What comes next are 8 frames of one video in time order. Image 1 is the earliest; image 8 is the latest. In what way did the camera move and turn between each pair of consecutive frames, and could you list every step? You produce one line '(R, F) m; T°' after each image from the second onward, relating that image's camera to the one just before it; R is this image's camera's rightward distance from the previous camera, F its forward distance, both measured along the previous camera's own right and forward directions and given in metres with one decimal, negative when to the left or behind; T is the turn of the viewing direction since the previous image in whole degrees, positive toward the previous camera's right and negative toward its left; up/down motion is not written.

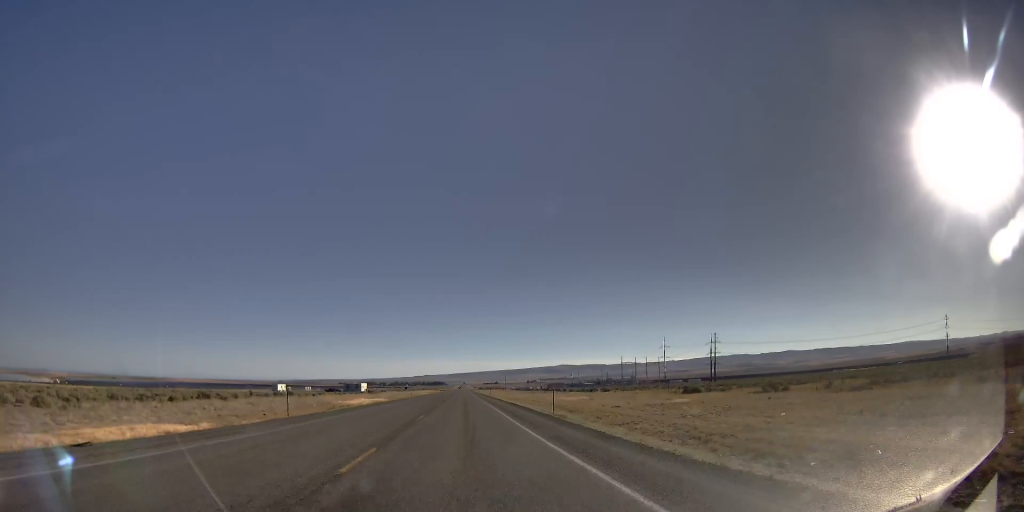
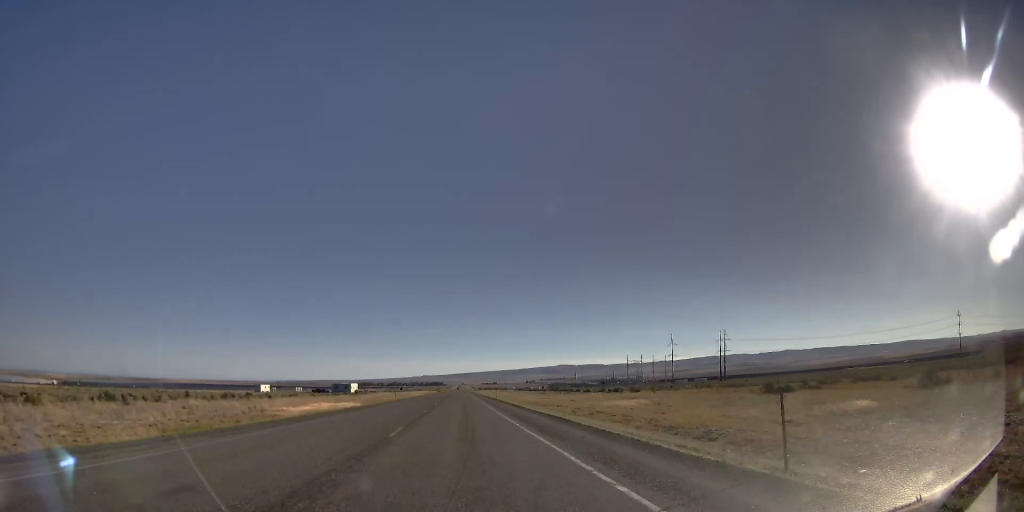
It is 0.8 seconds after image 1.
(+0.6, +23.6) m; +1°
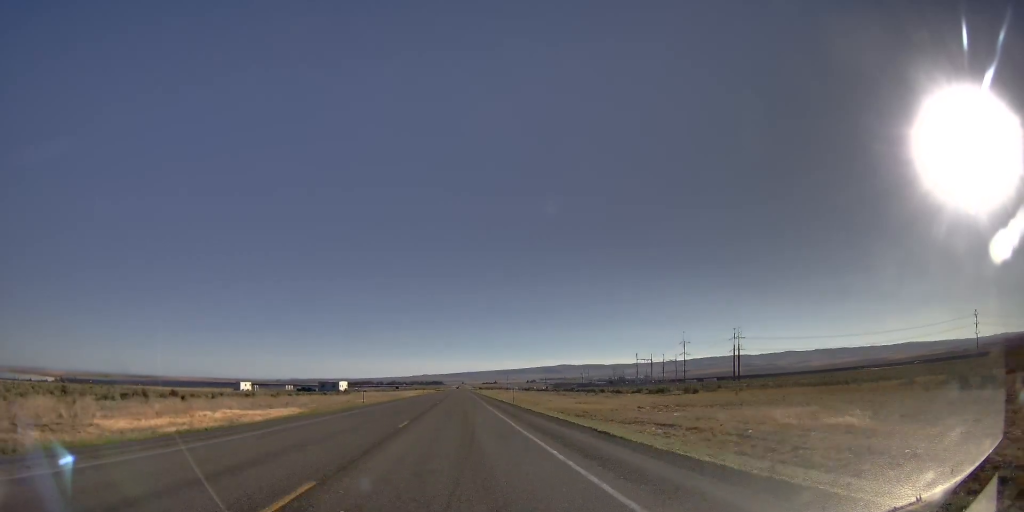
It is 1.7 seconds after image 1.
(-0.2, +26.5) m; -2°
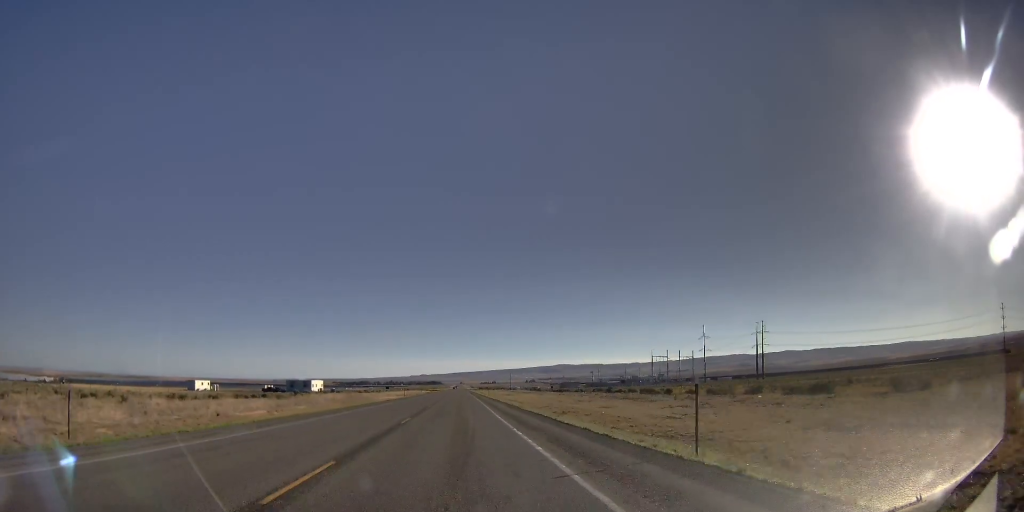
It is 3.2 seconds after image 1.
(0.0, +43.6) m; +2°
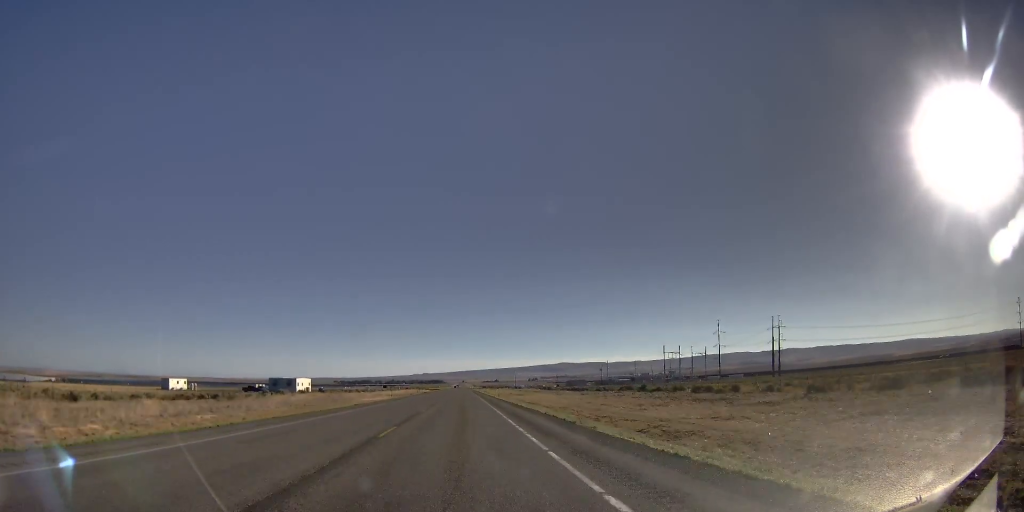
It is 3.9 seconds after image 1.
(+0.4, +21.9) m; +1°
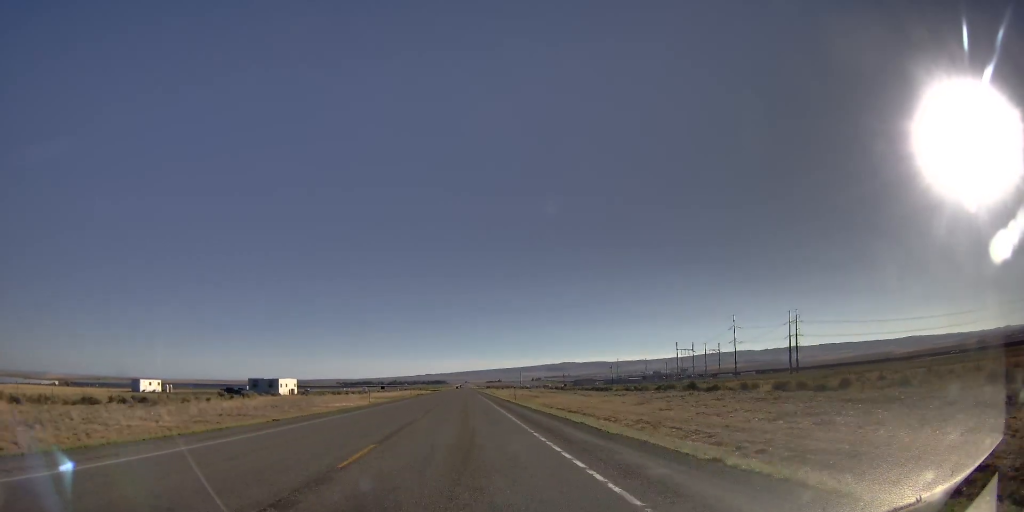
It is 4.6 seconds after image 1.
(+0.4, +20.8) m; -1°
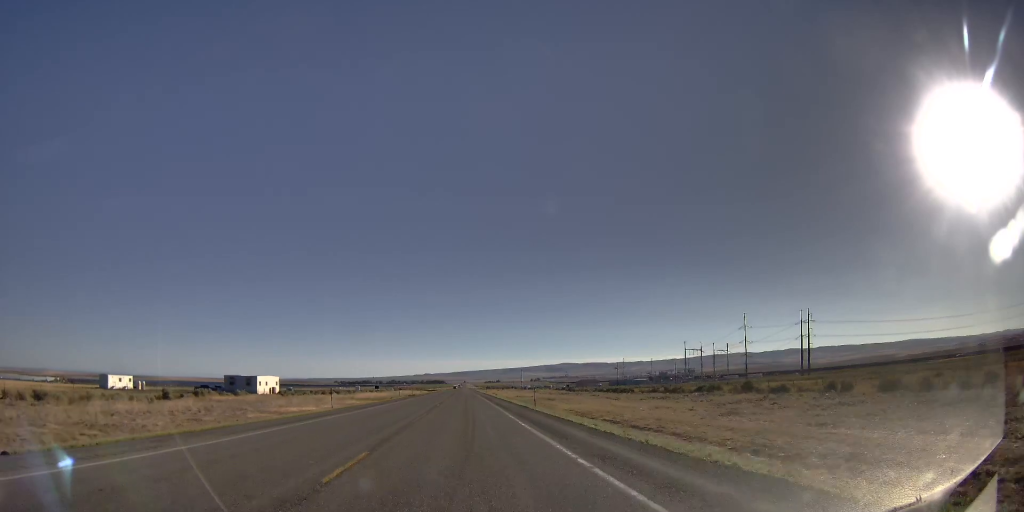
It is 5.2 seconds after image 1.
(-0.6, +16.8) m; -1°
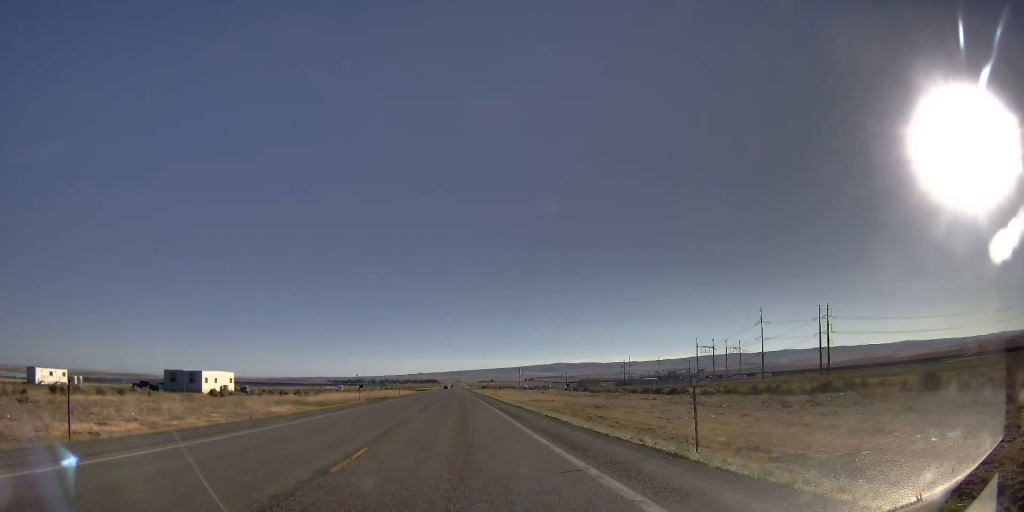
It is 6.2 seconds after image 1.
(-0.4, +29.5) m; -1°
